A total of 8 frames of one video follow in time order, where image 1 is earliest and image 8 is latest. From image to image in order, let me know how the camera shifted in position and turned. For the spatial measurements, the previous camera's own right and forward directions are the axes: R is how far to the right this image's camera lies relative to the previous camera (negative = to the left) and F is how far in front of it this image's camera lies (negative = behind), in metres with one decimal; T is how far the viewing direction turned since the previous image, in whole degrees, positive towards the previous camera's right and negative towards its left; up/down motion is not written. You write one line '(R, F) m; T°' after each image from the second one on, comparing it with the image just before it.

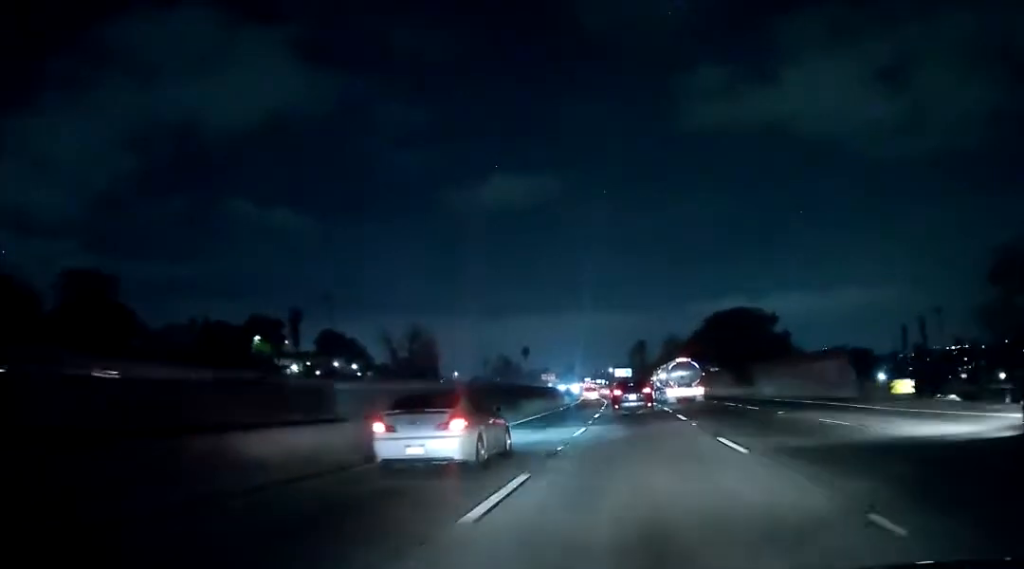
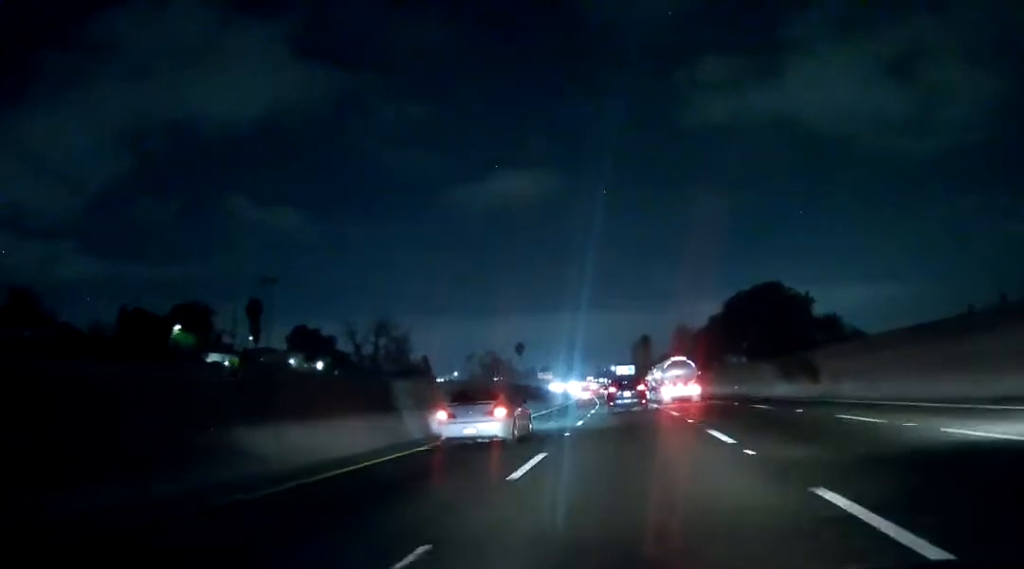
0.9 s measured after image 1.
(-0.2, +23.8) m; -1°
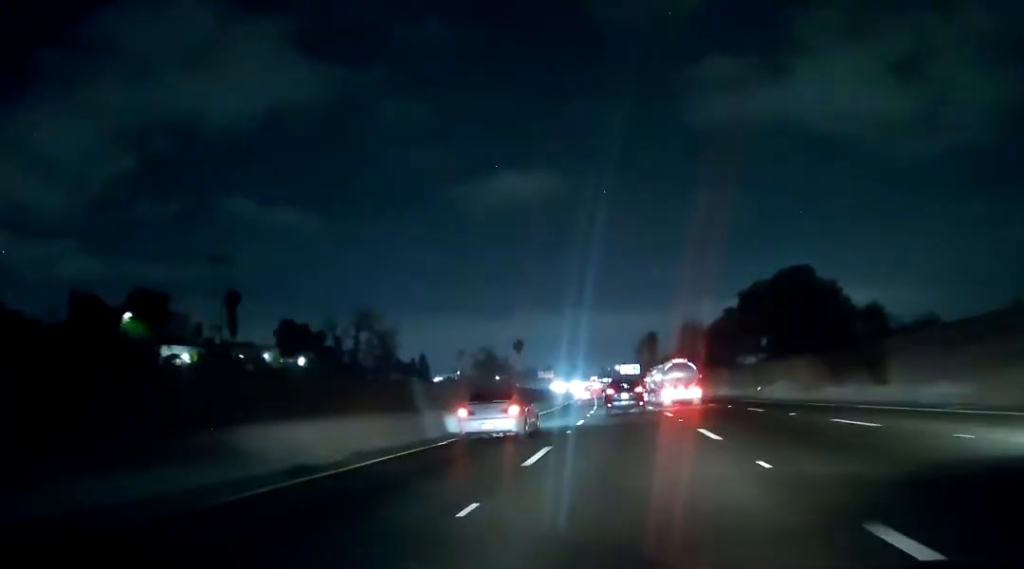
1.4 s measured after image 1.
(-0.2, +13.2) m; -1°
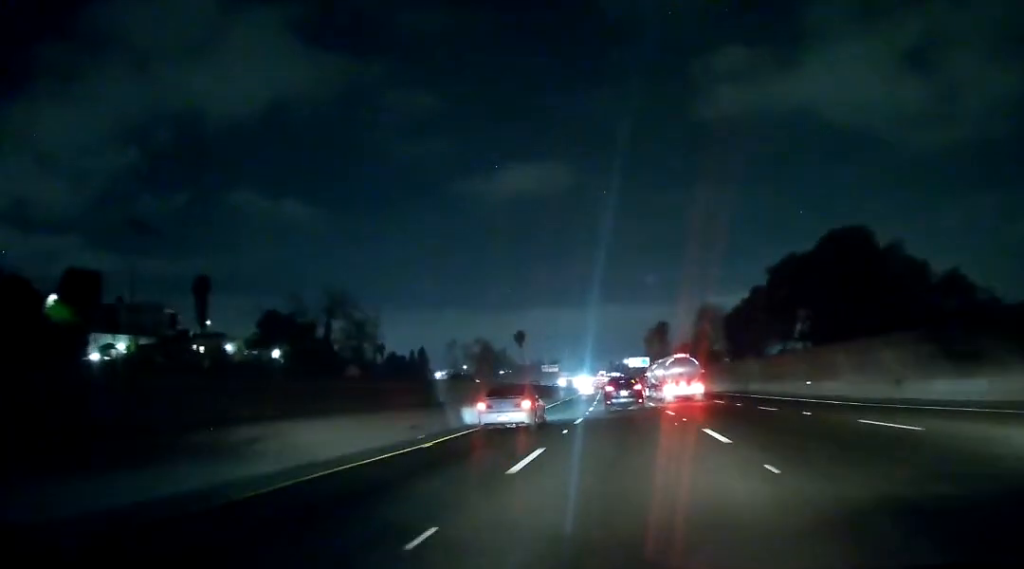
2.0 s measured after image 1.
(-0.2, +16.7) m; -1°
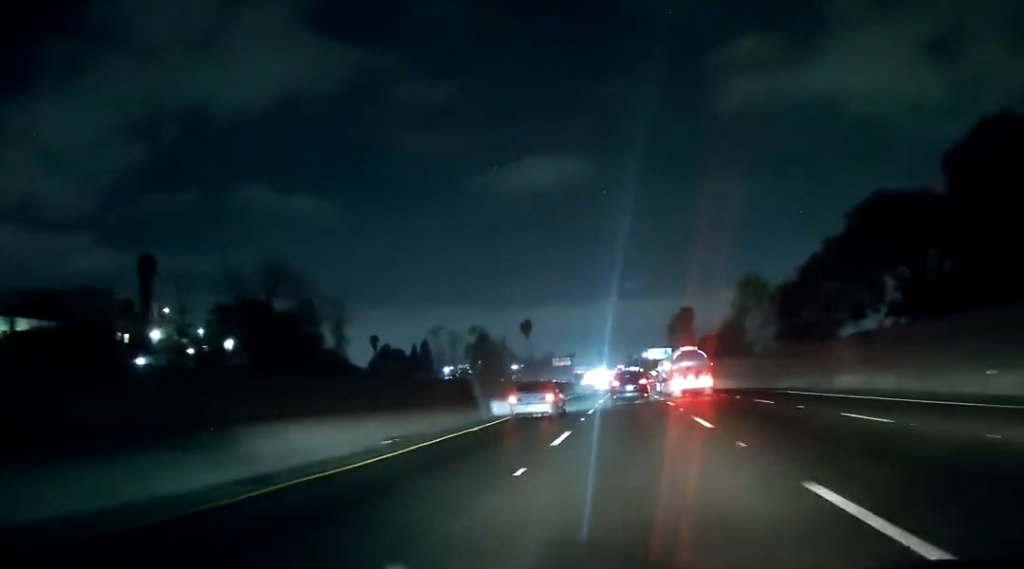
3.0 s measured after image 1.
(0.0, +24.5) m; -1°
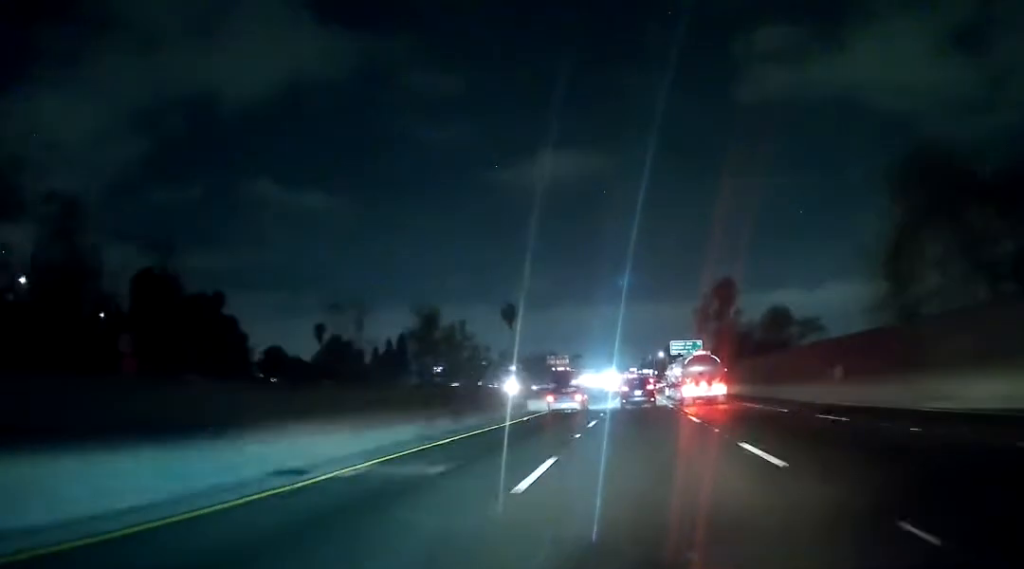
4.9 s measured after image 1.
(-1.1, +51.9) m; -1°
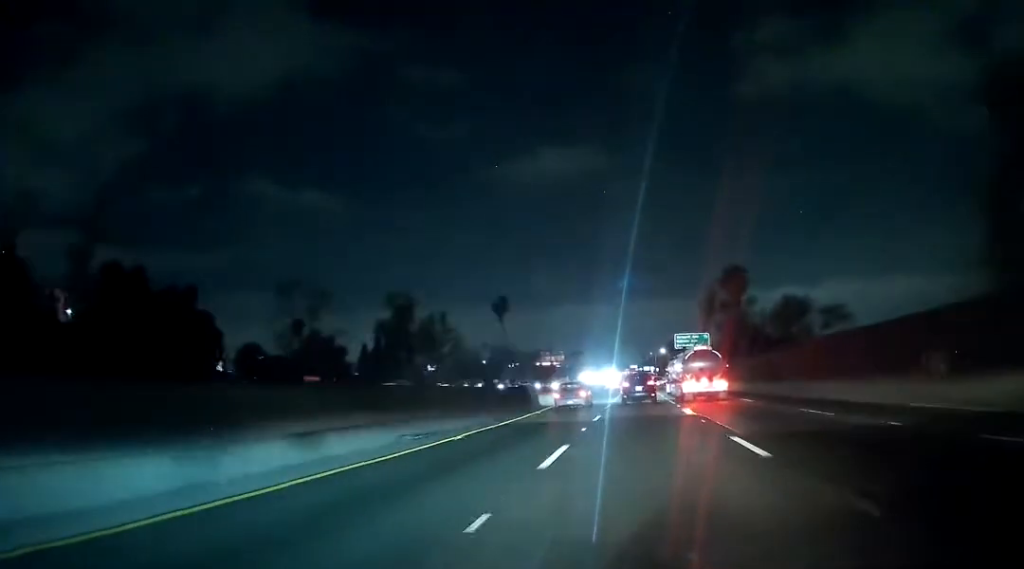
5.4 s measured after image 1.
(+0.1, +13.3) m; 0°
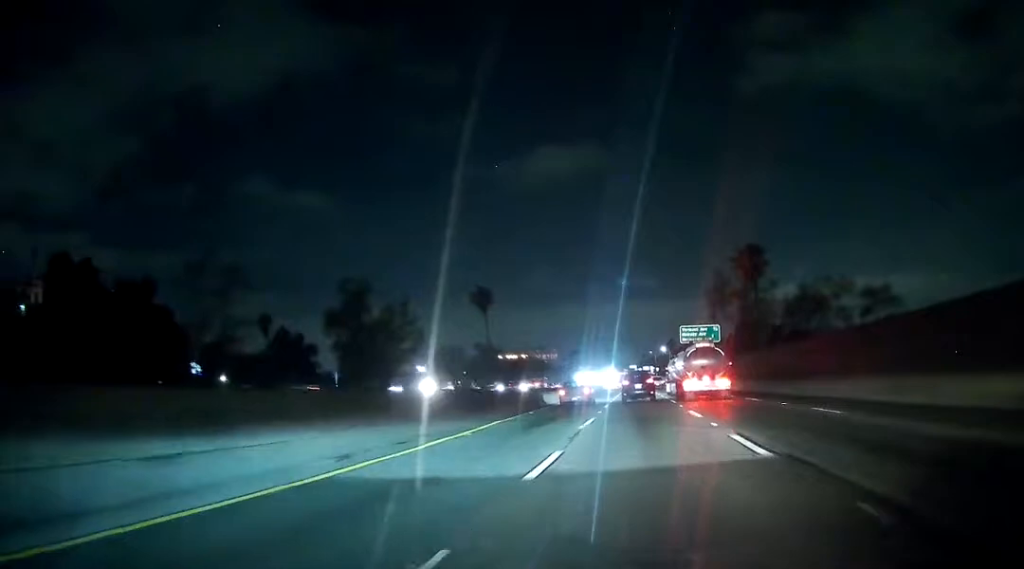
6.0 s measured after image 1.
(+0.1, +16.0) m; 0°
